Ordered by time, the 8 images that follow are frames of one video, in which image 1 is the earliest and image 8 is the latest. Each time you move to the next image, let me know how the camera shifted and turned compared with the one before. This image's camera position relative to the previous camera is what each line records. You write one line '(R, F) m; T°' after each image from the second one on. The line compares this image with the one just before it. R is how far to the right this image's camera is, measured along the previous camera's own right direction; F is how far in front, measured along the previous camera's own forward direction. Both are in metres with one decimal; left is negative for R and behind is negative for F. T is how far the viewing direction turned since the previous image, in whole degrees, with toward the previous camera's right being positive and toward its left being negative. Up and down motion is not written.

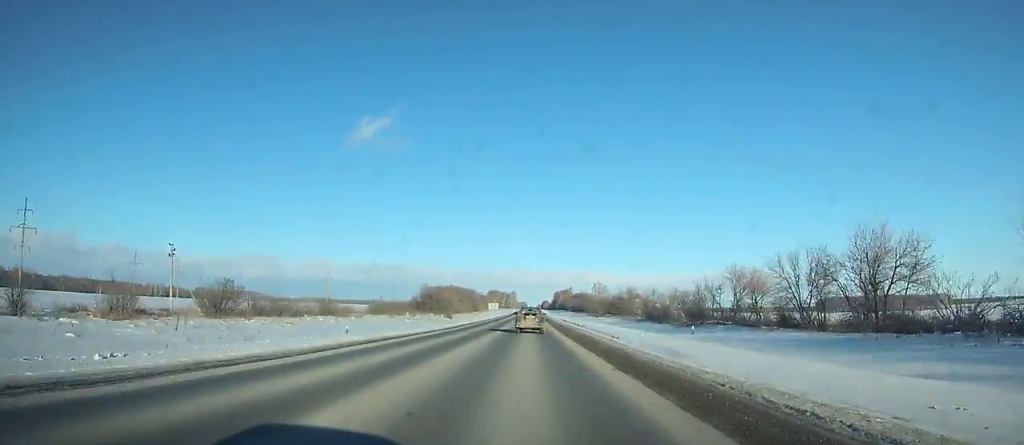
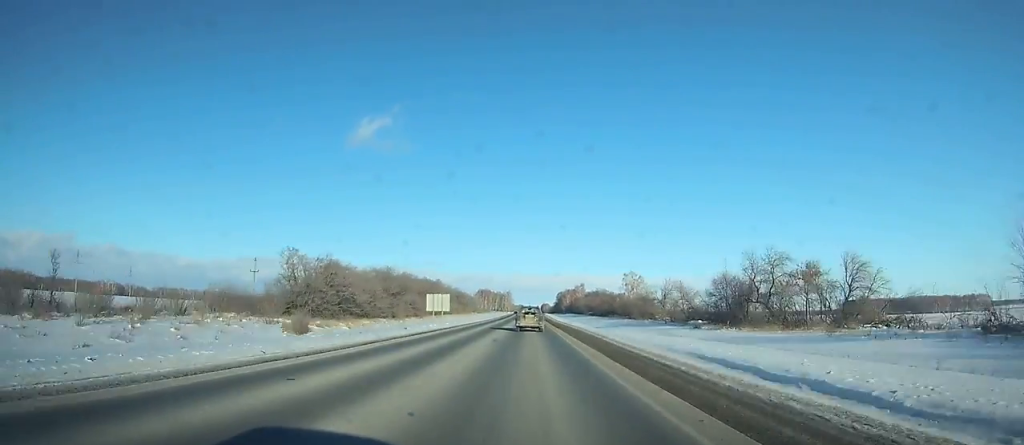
(-0.4, +93.1) m; 0°
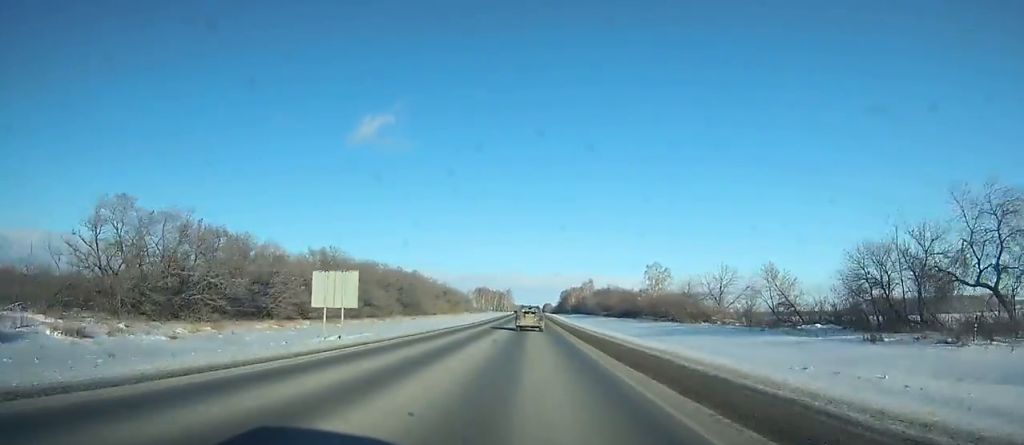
(-0.1, +35.0) m; 0°
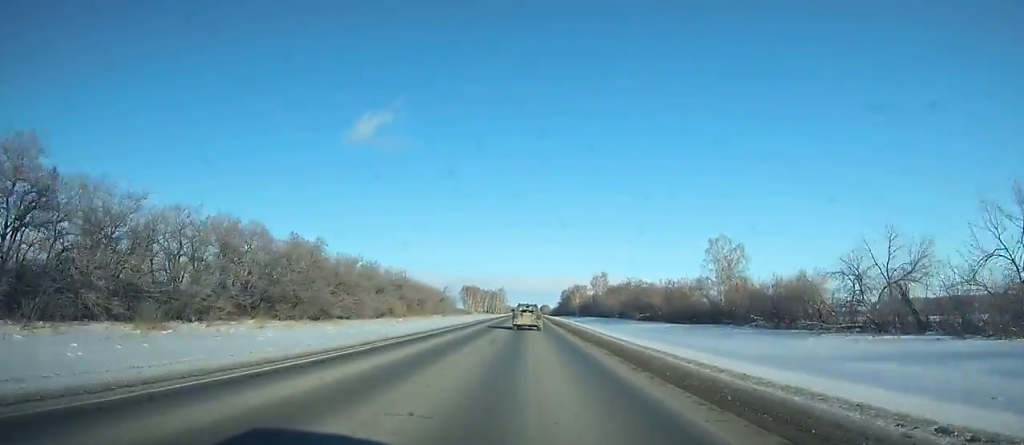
(+0.1, +57.2) m; 0°
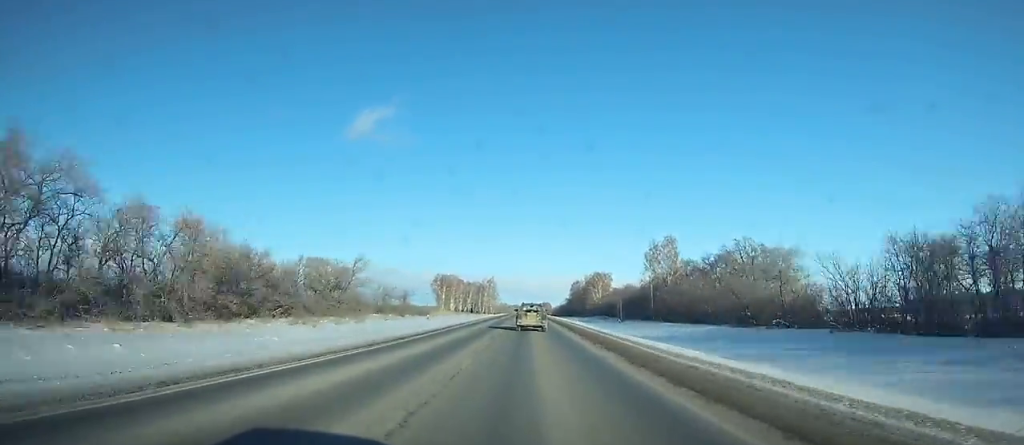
(+0.3, +96.1) m; 0°
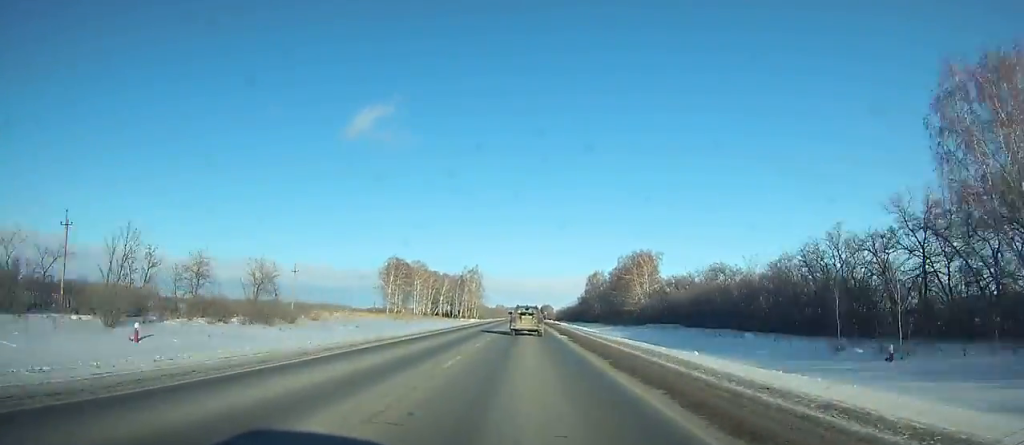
(+0.1, +82.9) m; 0°
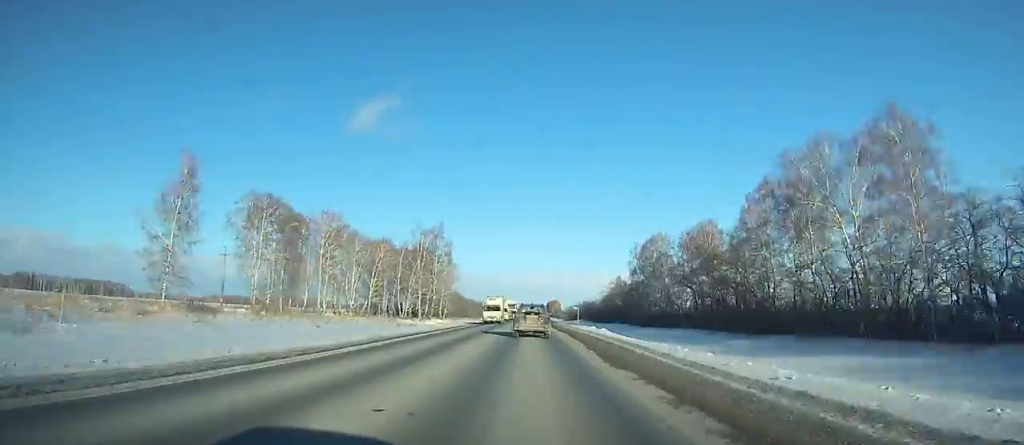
(-0.1, +88.7) m; 0°
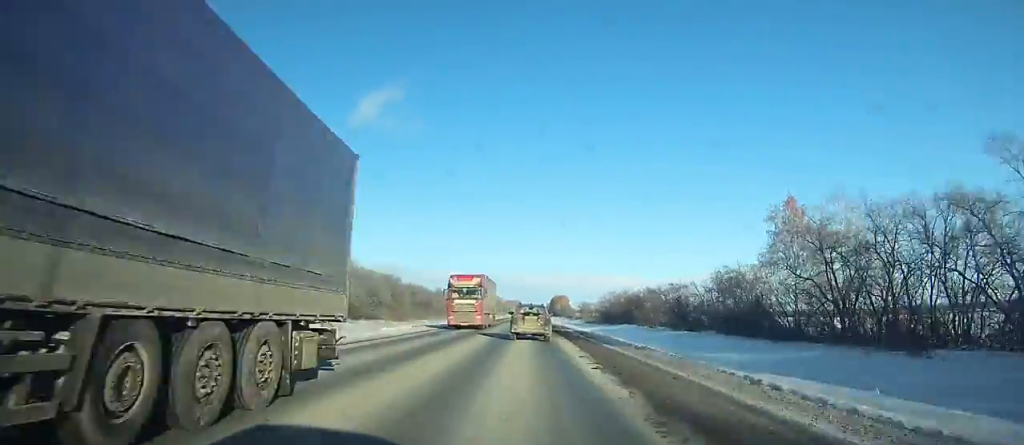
(-0.2, +126.9) m; 0°
